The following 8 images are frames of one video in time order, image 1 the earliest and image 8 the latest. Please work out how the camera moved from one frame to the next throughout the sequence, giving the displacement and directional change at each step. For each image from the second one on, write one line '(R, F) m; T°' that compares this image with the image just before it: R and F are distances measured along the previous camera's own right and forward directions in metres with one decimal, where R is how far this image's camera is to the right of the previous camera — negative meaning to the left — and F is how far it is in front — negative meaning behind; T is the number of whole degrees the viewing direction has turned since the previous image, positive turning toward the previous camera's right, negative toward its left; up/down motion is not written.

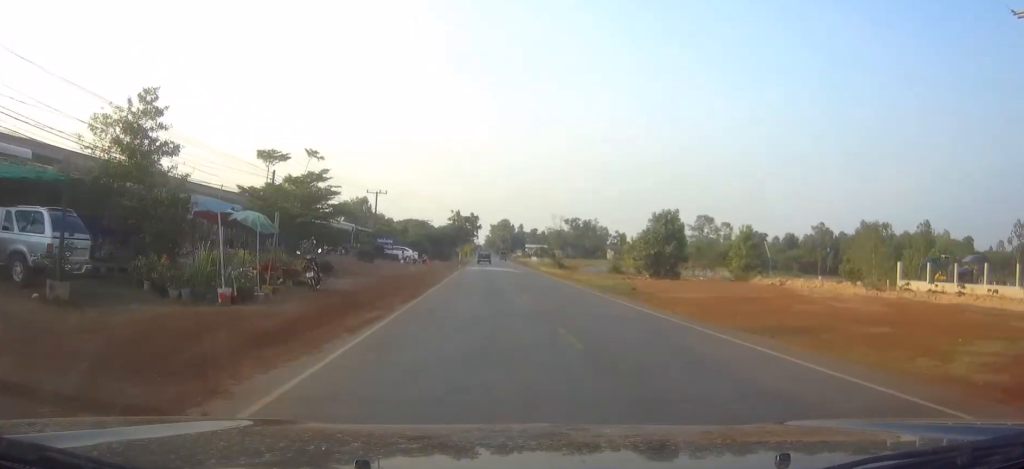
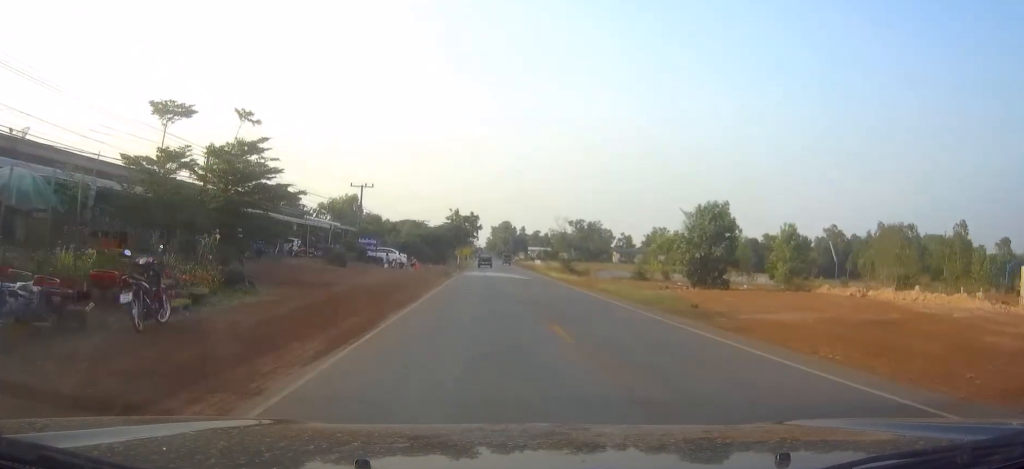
(0.0, +11.2) m; 0°
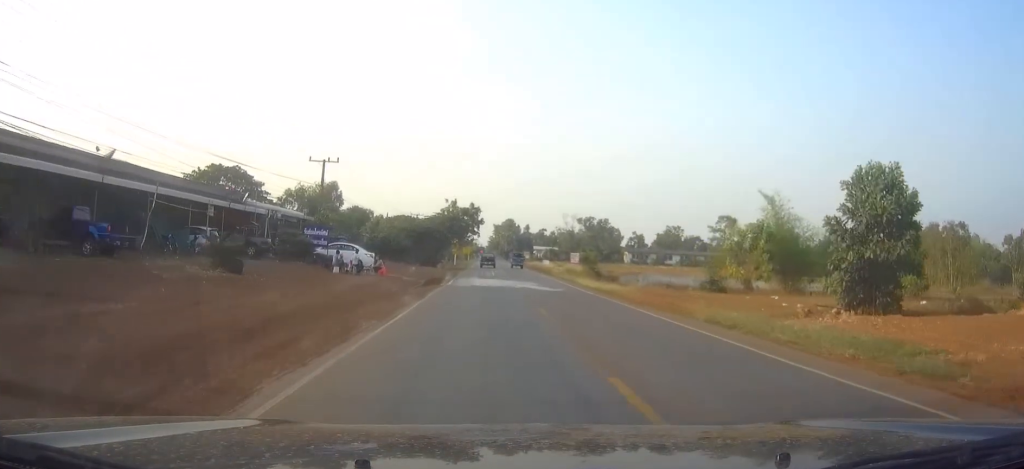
(0.0, +18.6) m; 0°
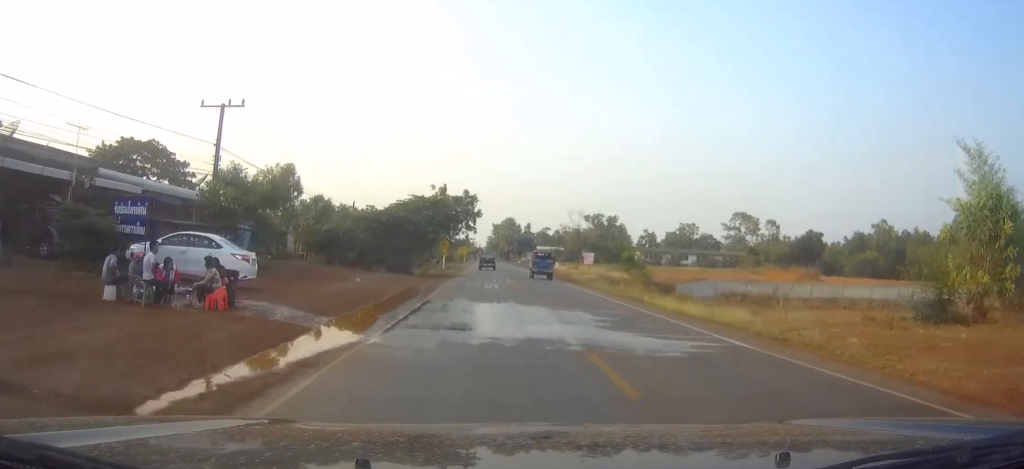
(0.0, +22.8) m; 0°
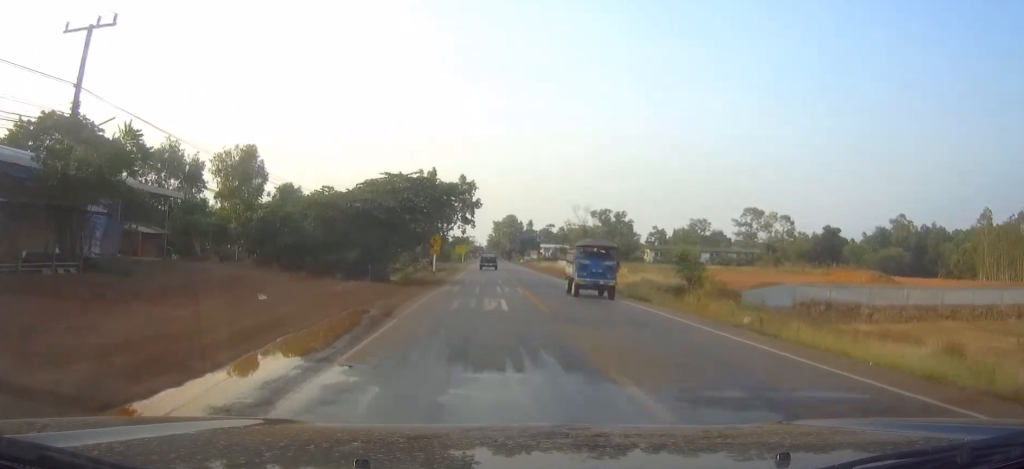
(0.0, +13.5) m; 0°
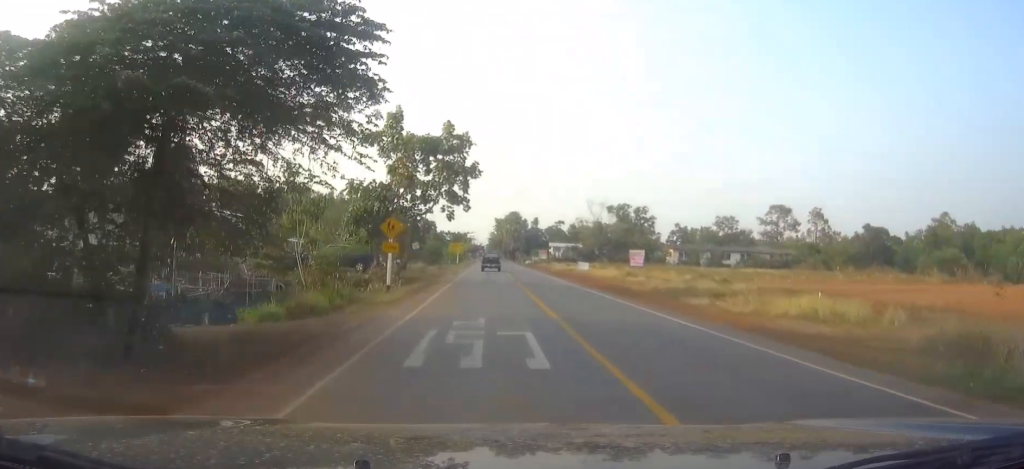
(0.0, +27.2) m; 0°
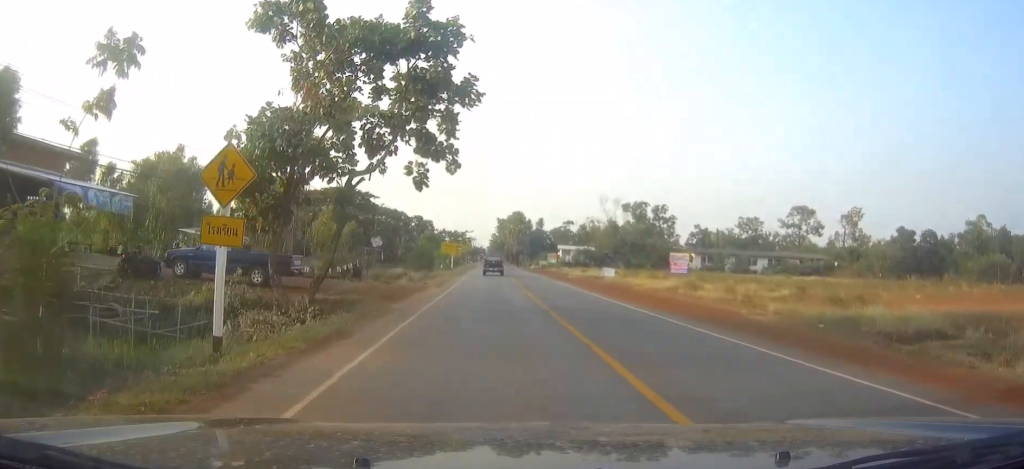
(0.0, +19.7) m; 0°
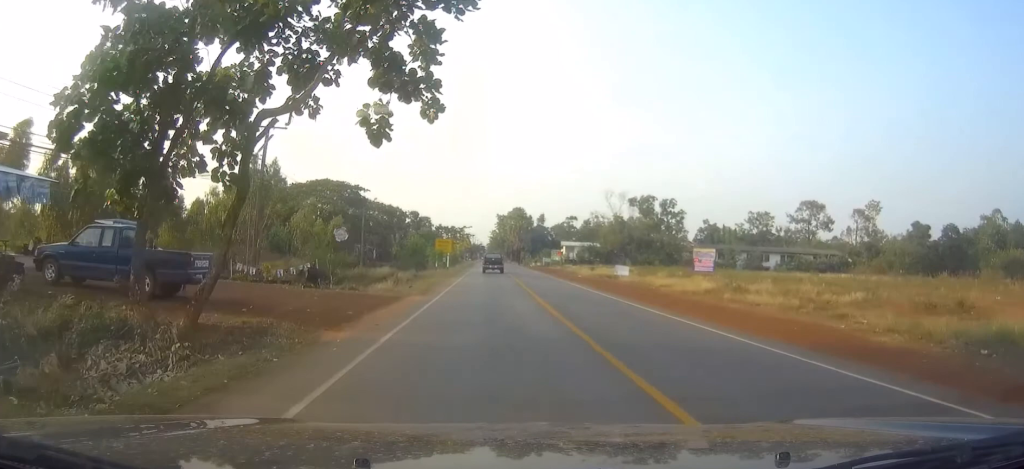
(0.0, +8.1) m; 0°
